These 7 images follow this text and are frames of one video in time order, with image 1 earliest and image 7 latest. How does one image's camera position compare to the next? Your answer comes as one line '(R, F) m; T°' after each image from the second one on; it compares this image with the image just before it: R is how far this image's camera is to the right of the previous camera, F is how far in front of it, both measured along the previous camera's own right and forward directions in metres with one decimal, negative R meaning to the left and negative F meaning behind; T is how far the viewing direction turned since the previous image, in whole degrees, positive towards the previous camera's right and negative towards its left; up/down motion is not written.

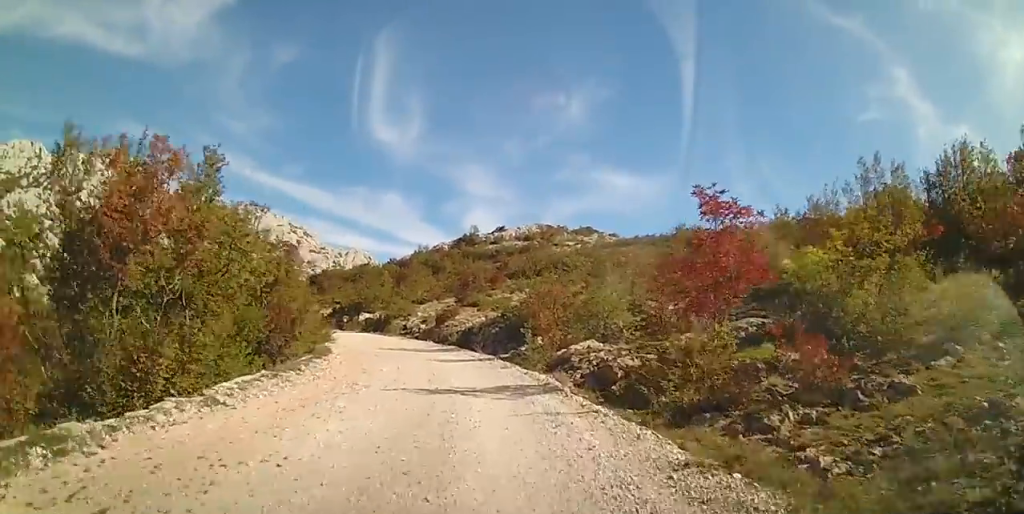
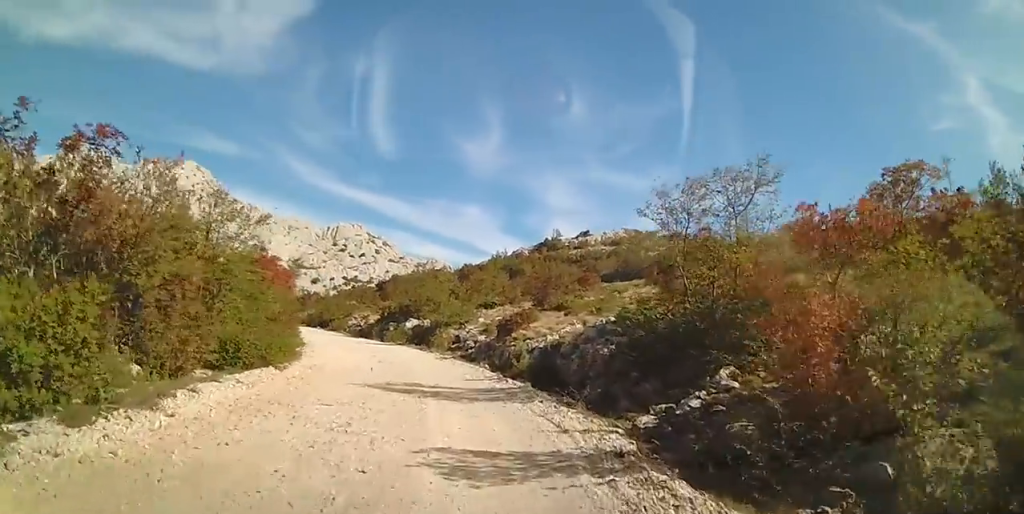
(-1.1, +12.9) m; -9°
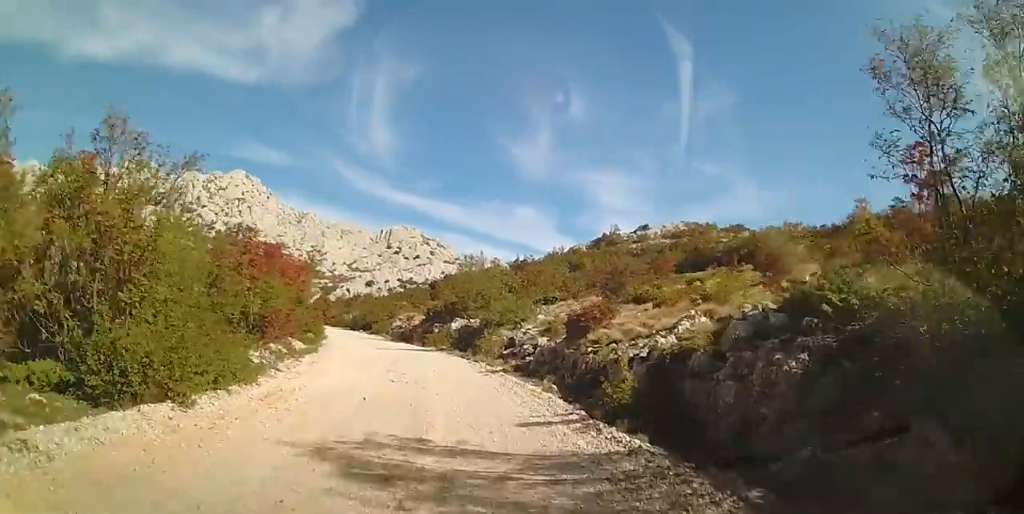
(-0.1, +6.1) m; -4°
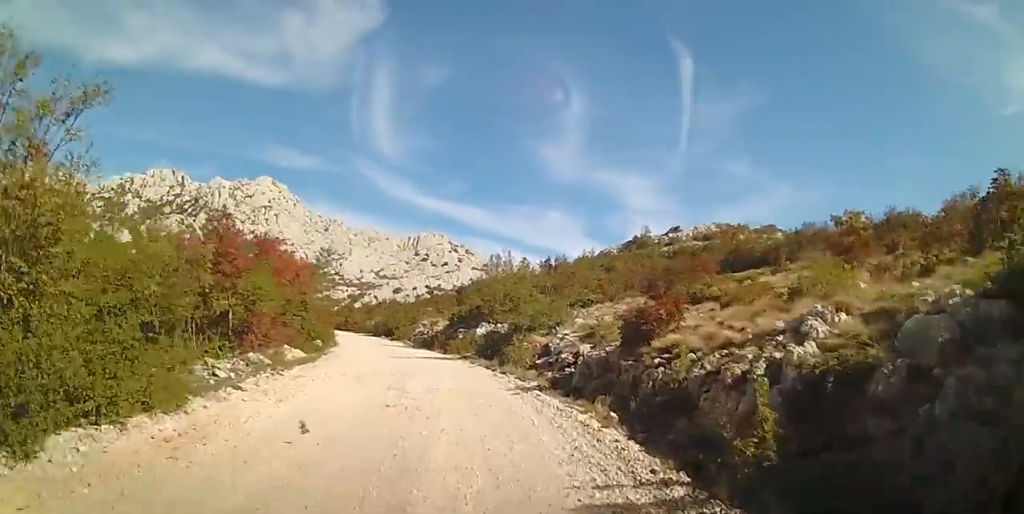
(+0.2, +3.4) m; -3°
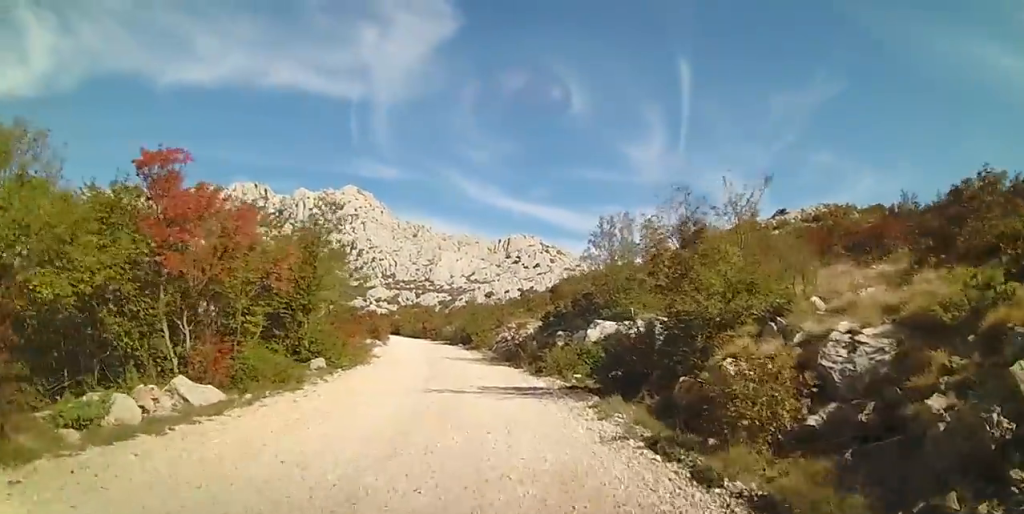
(-1.5, +11.4) m; -10°
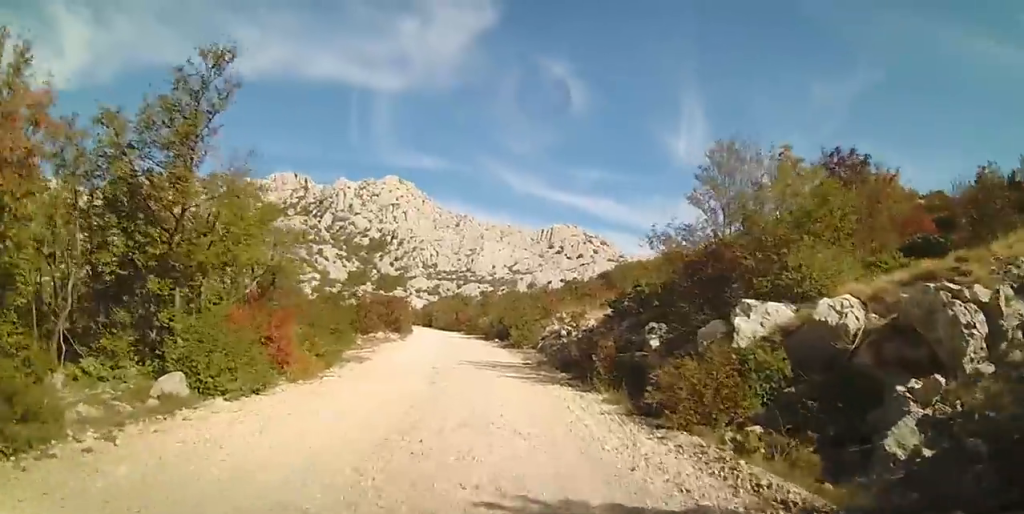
(-0.2, +9.2) m; -3°
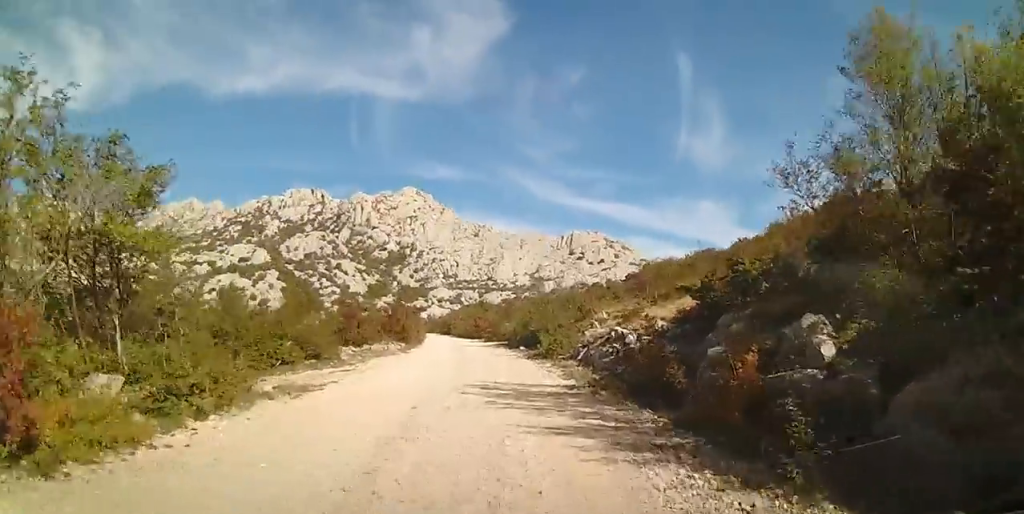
(-0.3, +7.0) m; -2°
